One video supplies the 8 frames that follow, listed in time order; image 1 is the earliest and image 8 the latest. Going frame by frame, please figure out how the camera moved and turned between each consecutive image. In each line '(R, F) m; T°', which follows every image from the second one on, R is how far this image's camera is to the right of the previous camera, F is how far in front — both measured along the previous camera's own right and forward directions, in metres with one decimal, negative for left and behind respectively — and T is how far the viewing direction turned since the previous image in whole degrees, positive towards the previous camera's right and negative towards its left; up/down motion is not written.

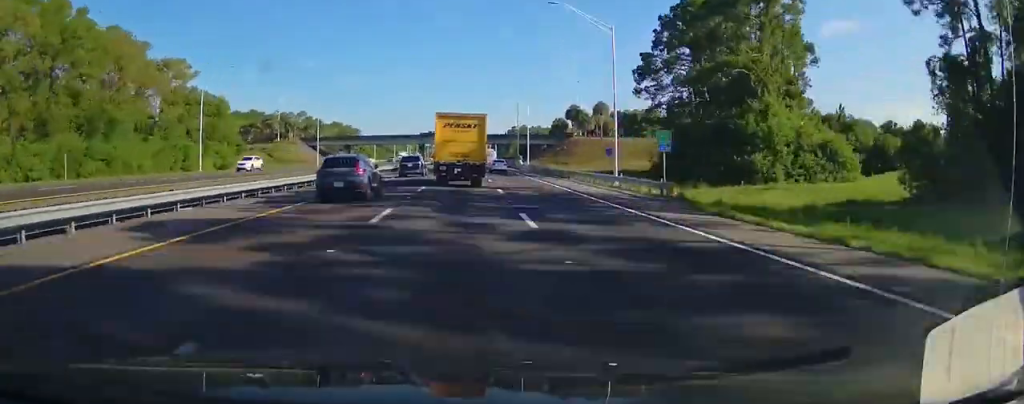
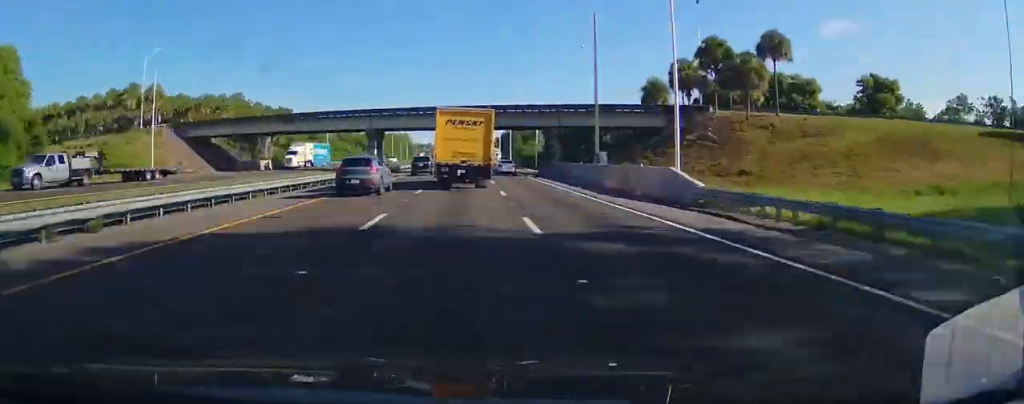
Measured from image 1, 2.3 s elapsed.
(+0.1, +73.7) m; 0°
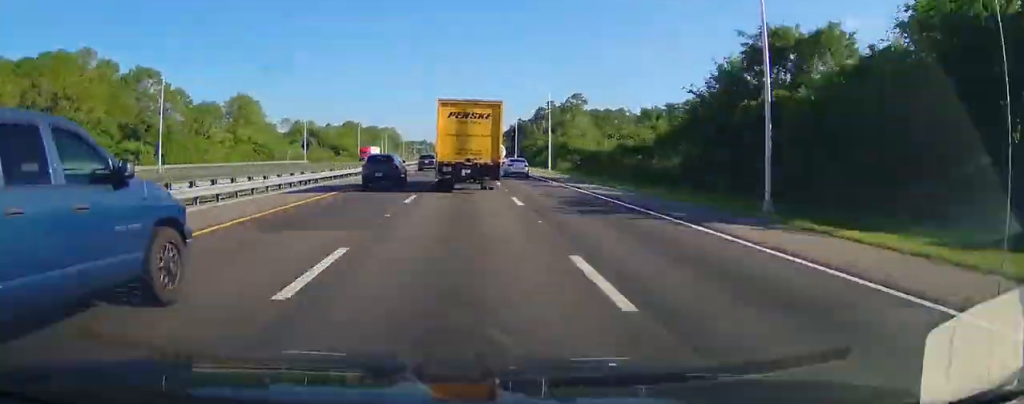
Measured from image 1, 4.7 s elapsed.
(-0.7, +78.5) m; 0°
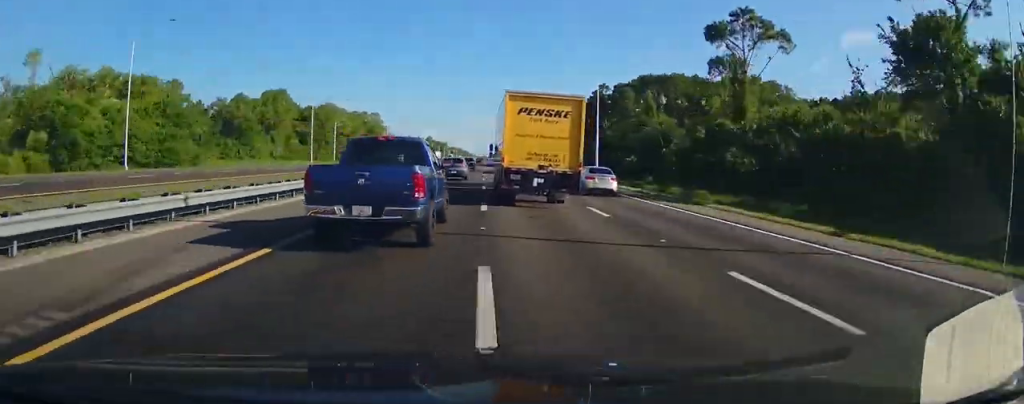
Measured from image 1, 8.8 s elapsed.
(+0.1, +134.9) m; 0°
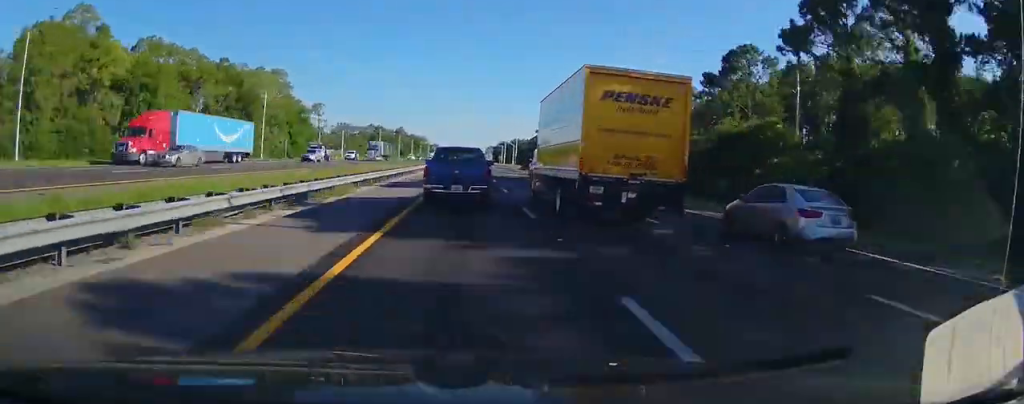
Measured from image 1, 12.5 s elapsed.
(+0.7, +128.3) m; 0°
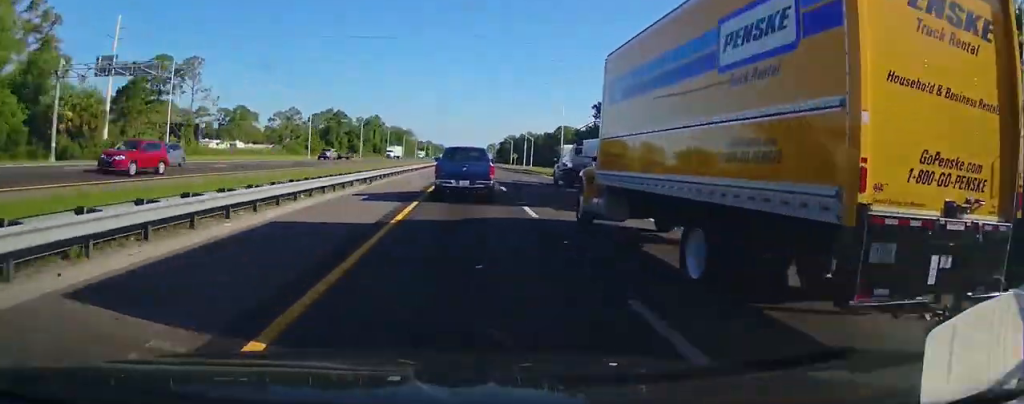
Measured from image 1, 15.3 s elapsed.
(0.0, +99.3) m; 0°
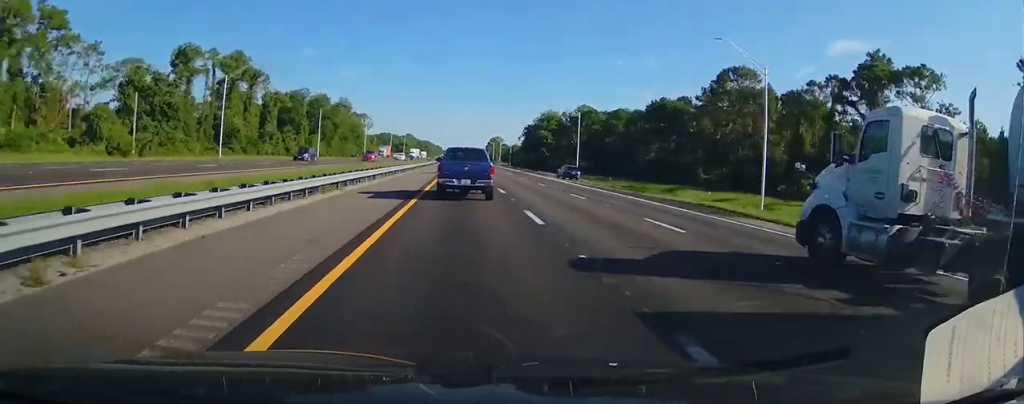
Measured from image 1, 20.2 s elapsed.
(+1.1, +170.3) m; +1°
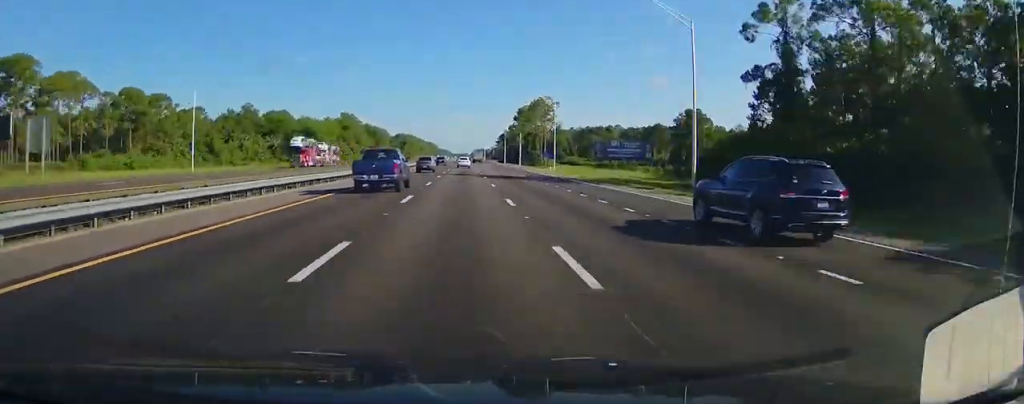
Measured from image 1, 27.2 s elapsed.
(-0.4, +249.2) m; 0°
